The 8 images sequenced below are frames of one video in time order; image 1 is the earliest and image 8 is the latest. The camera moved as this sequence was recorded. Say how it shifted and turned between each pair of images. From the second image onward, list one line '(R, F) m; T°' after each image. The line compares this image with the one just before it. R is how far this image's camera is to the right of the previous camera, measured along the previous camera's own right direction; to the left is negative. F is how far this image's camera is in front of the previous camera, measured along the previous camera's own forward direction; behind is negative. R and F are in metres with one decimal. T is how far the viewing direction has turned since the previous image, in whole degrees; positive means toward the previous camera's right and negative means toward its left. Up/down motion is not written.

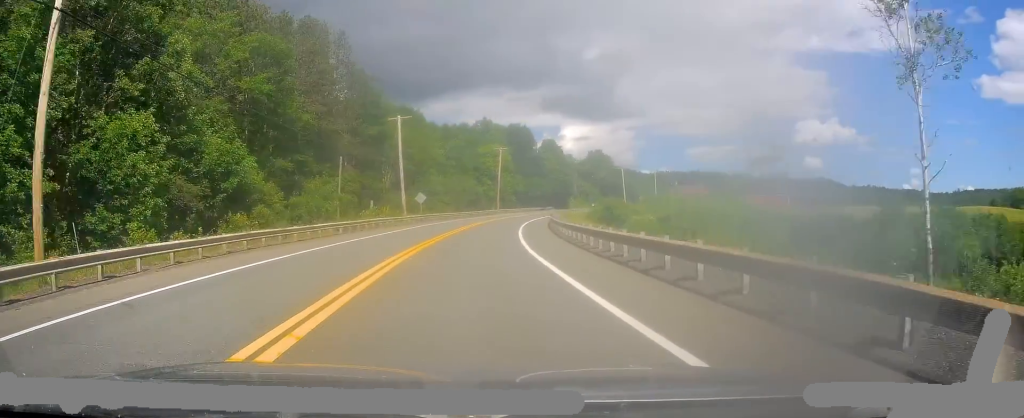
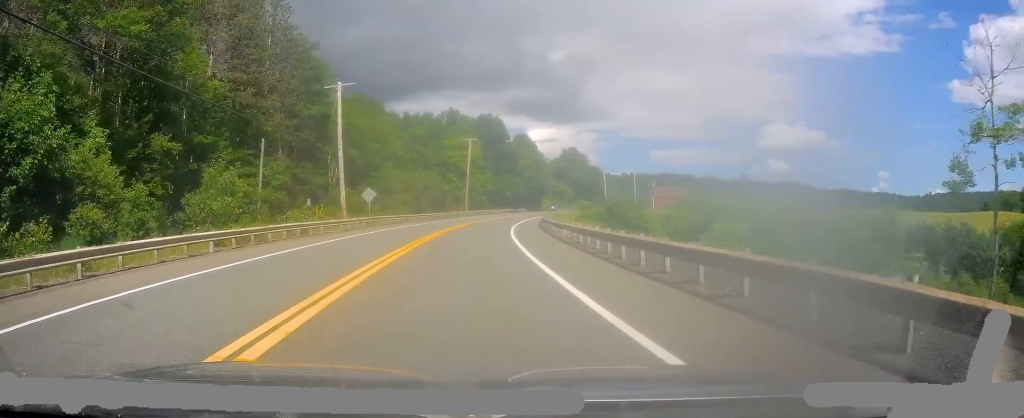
(+0.9, +15.2) m; +3°
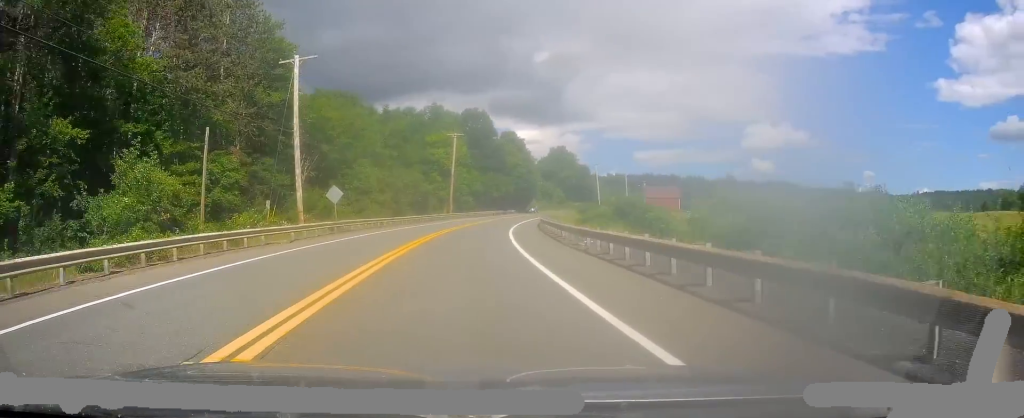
(+0.3, +8.0) m; +2°
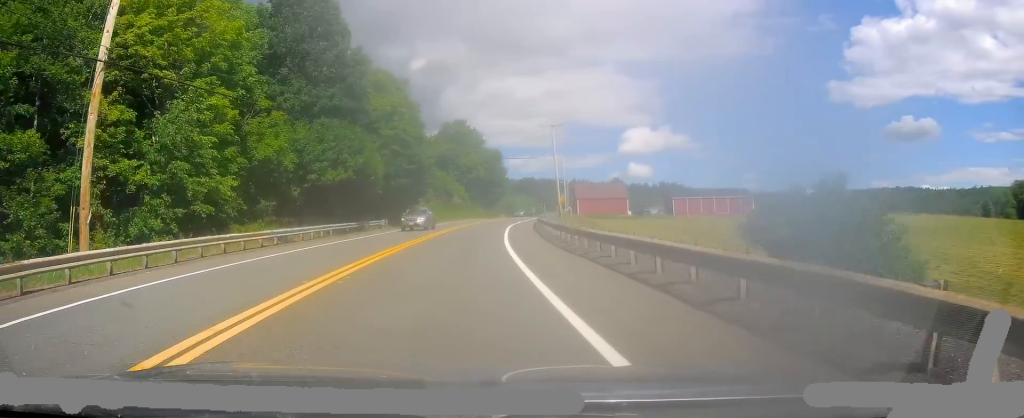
(+8.2, +65.3) m; +14°
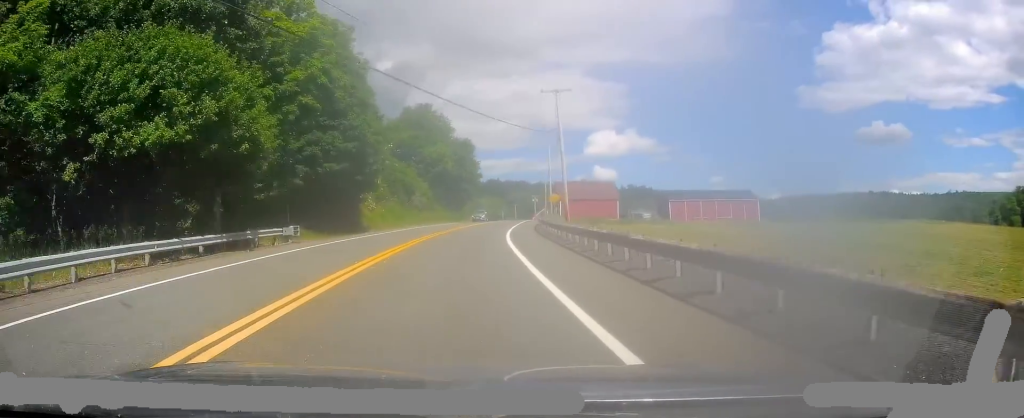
(+1.0, +20.1) m; +5°
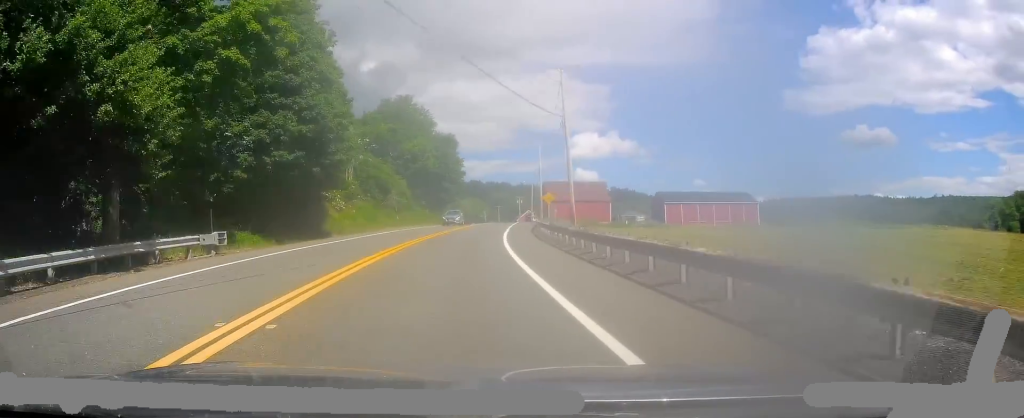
(0.0, +8.1) m; +2°
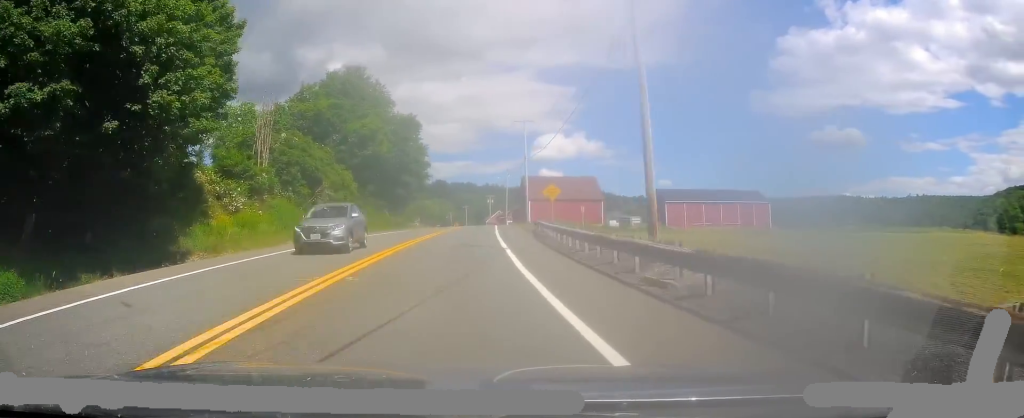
(+0.8, +18.9) m; +3°
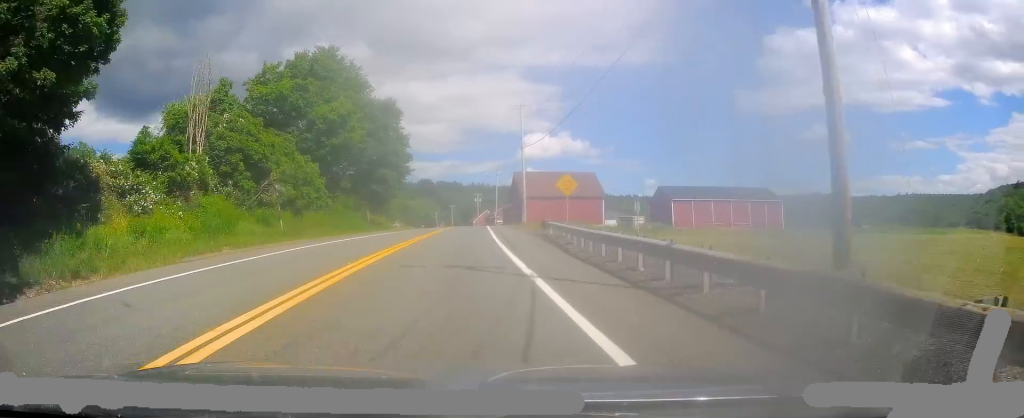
(+0.1, +8.8) m; +1°
